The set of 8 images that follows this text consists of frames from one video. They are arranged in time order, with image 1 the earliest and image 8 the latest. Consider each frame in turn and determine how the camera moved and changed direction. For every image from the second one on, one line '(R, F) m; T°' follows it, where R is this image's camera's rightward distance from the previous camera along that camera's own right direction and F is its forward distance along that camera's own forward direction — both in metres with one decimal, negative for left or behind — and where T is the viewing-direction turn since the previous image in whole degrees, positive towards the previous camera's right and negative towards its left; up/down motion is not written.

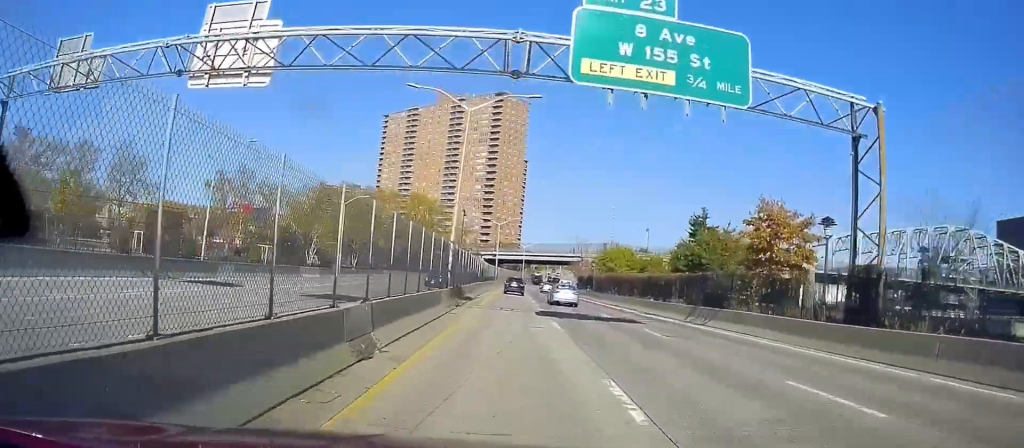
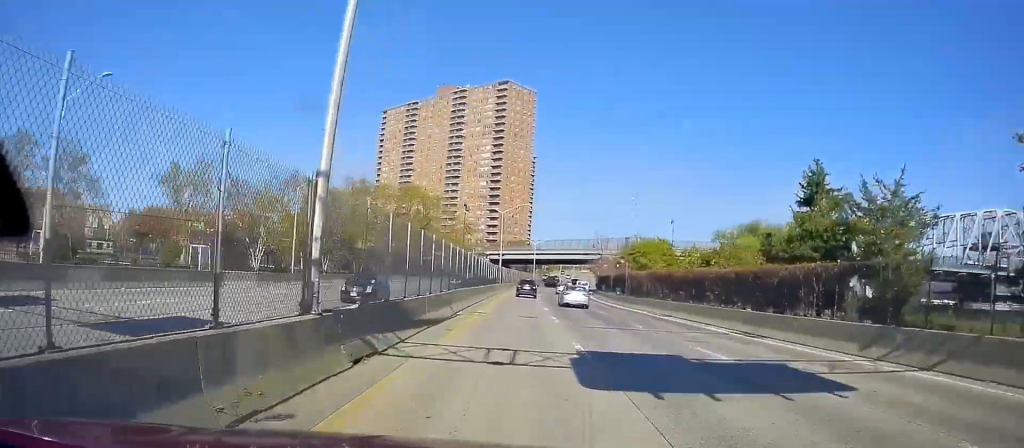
(-0.3, +16.6) m; -1°
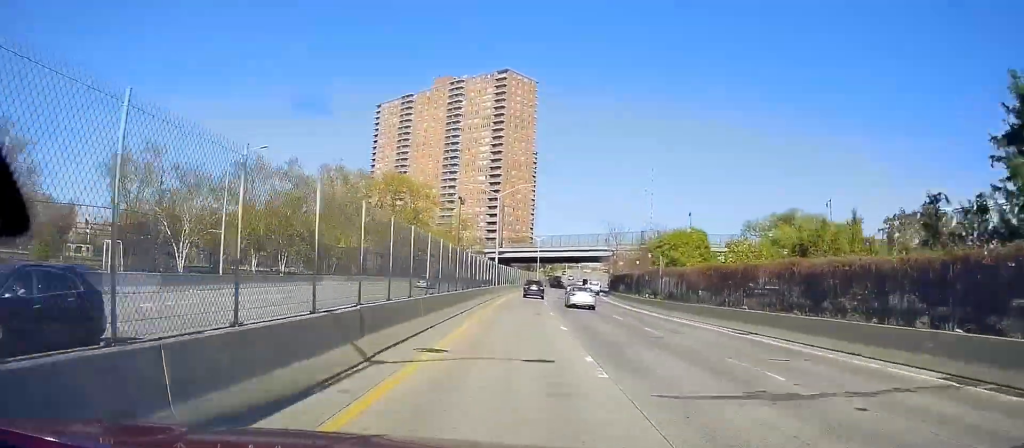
(0.0, +13.3) m; 0°
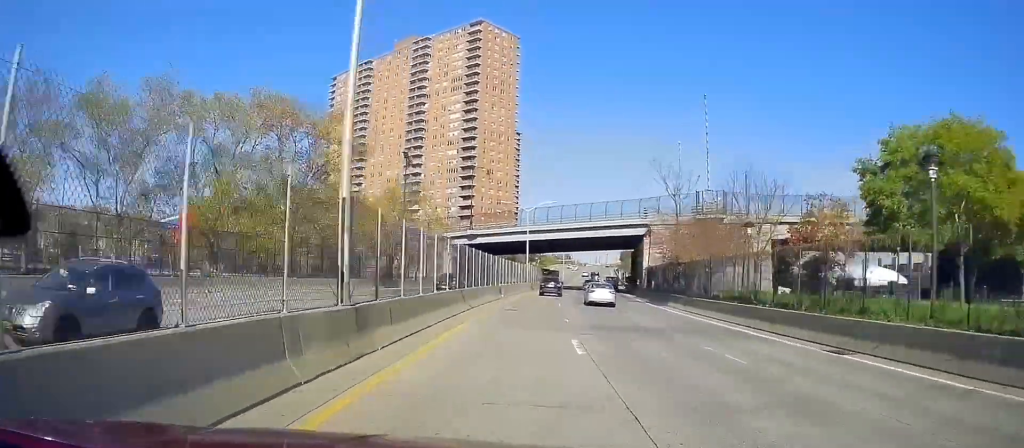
(+0.1, +40.3) m; 0°
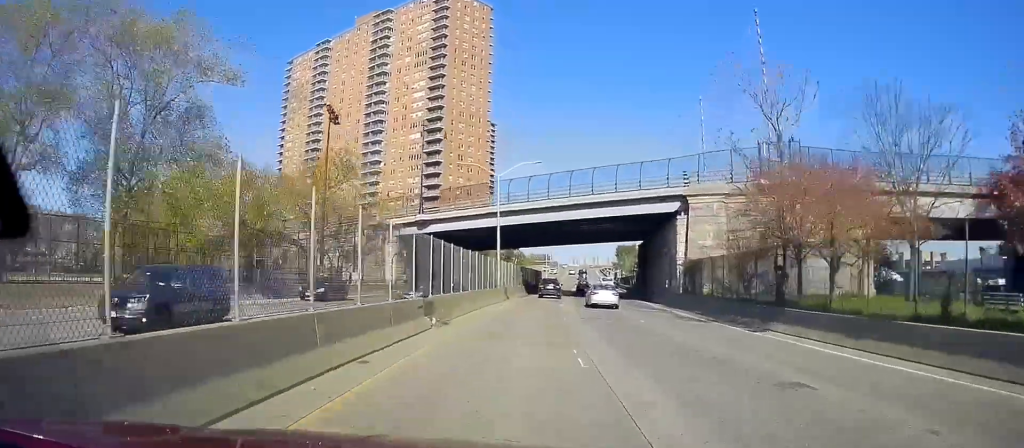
(-0.1, +22.6) m; 0°
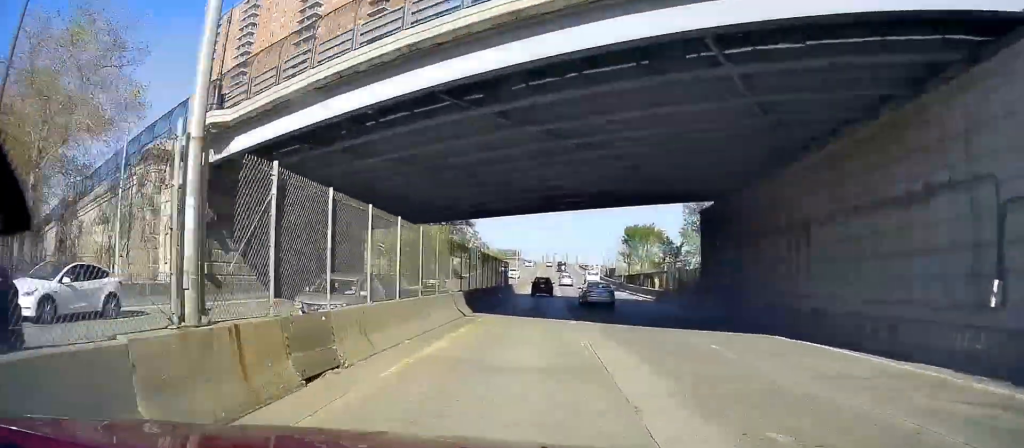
(+1.1, +34.8) m; +4°
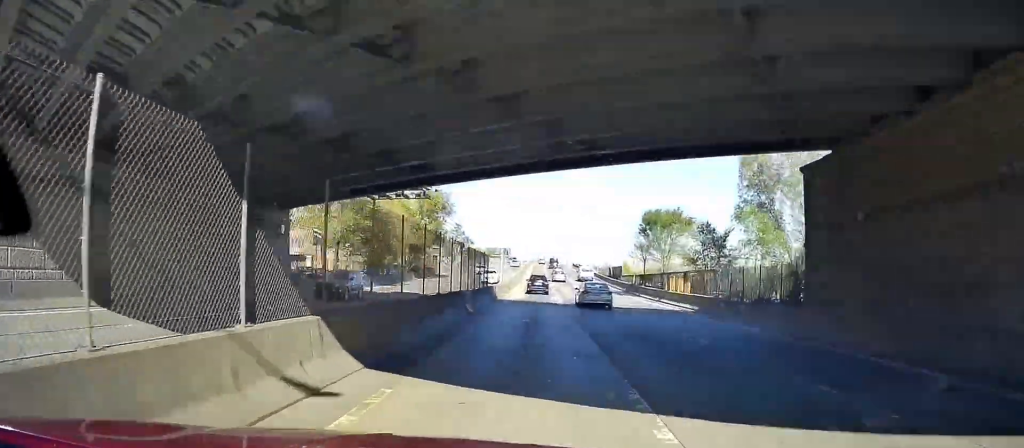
(+0.4, +14.8) m; +1°
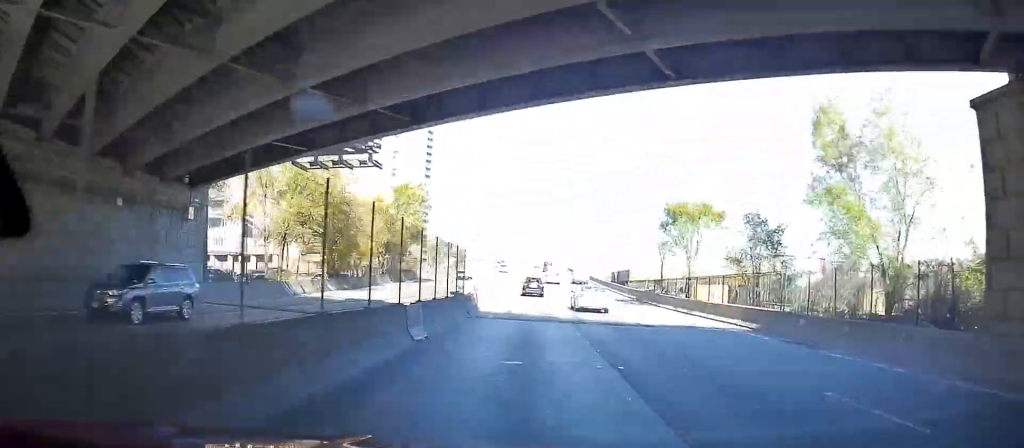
(-0.2, +9.8) m; 0°
